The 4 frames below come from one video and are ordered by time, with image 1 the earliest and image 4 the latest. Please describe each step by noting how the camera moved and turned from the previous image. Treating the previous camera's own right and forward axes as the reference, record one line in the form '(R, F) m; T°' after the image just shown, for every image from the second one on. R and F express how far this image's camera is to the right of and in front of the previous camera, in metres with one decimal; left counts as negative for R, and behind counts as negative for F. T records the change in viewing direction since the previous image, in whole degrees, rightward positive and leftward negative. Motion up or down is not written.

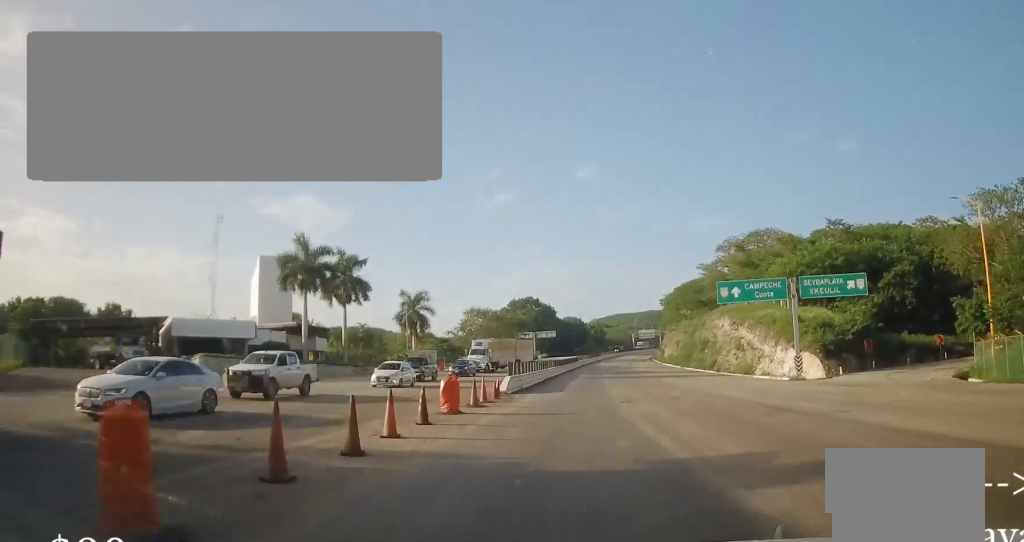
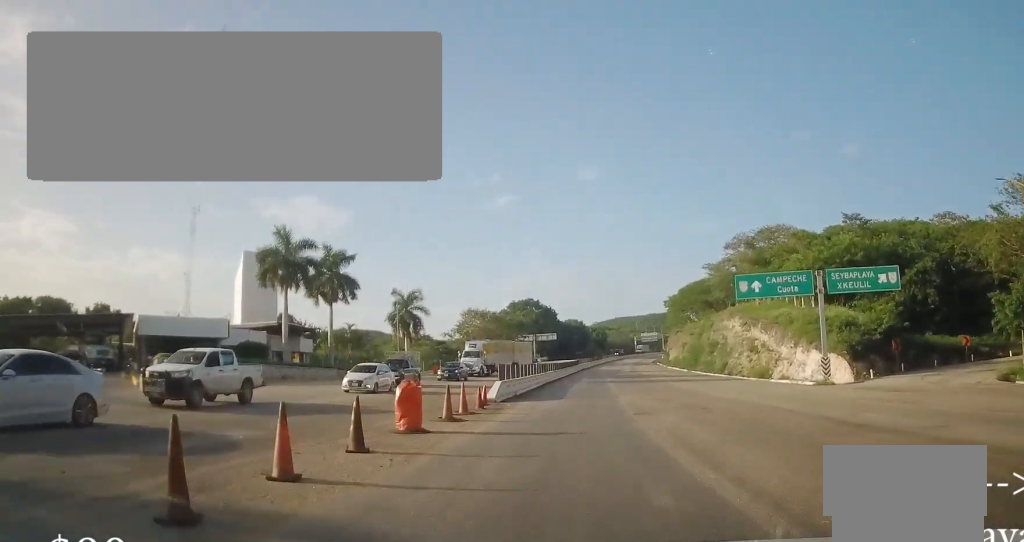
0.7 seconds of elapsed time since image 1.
(0.0, +4.4) m; 0°
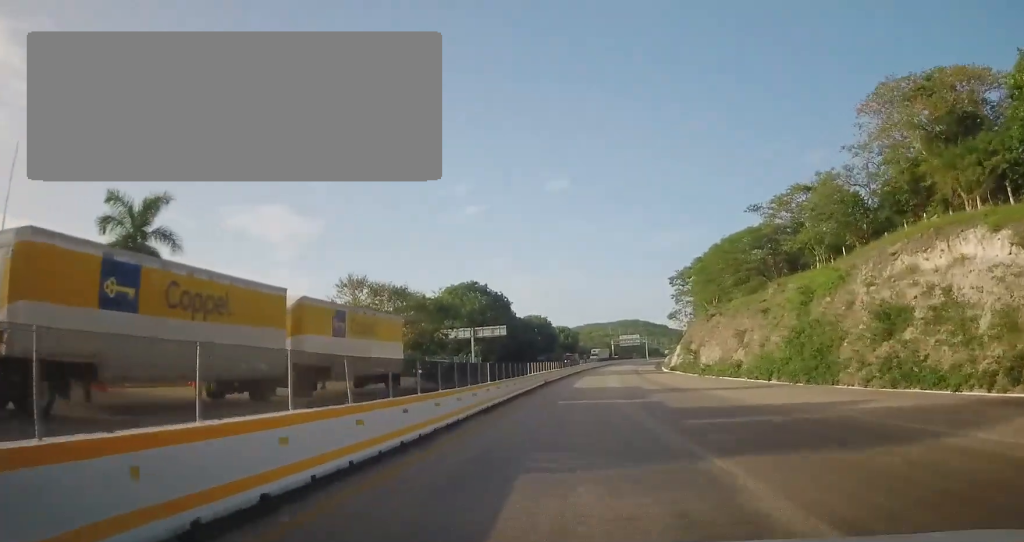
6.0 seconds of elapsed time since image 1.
(+1.5, +50.7) m; +2°
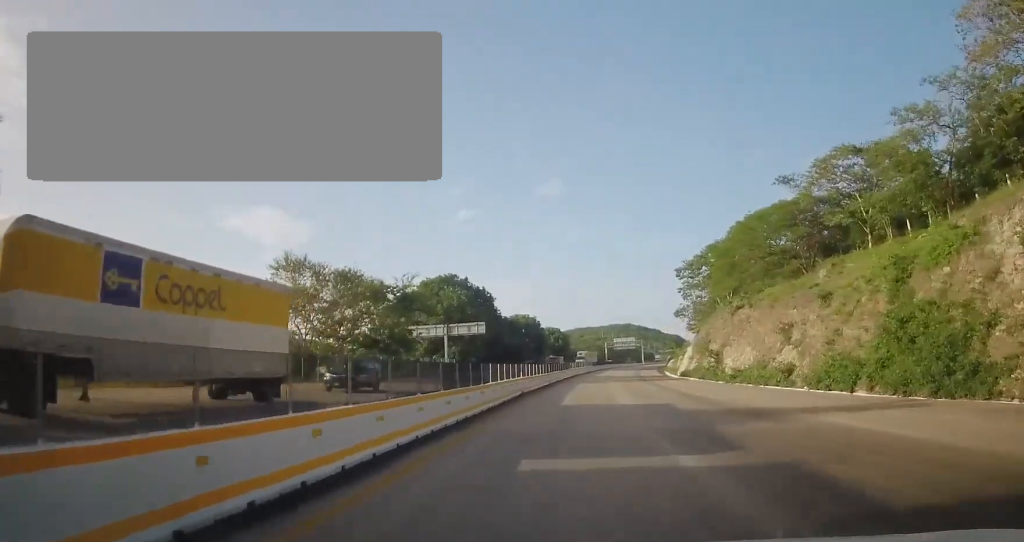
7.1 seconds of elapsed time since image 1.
(+0.3, +14.3) m; 0°
